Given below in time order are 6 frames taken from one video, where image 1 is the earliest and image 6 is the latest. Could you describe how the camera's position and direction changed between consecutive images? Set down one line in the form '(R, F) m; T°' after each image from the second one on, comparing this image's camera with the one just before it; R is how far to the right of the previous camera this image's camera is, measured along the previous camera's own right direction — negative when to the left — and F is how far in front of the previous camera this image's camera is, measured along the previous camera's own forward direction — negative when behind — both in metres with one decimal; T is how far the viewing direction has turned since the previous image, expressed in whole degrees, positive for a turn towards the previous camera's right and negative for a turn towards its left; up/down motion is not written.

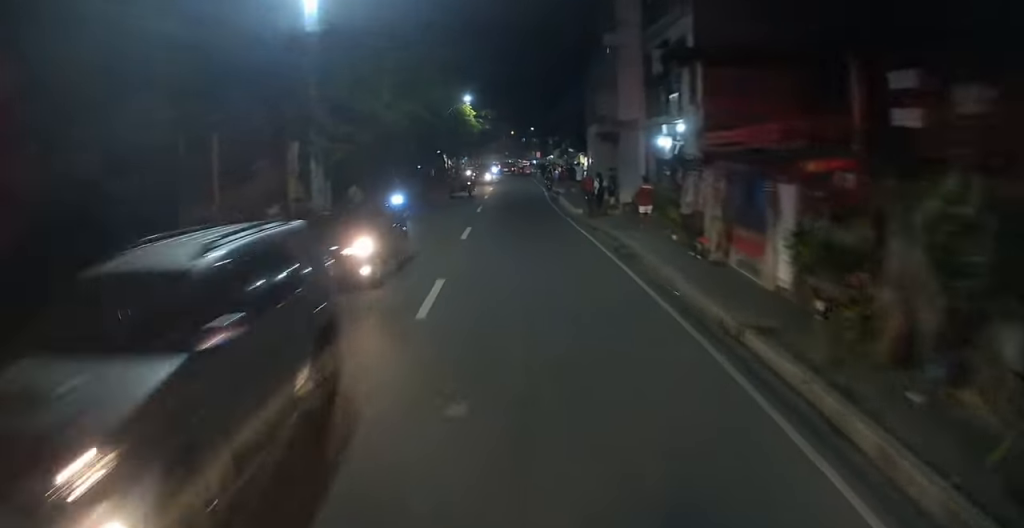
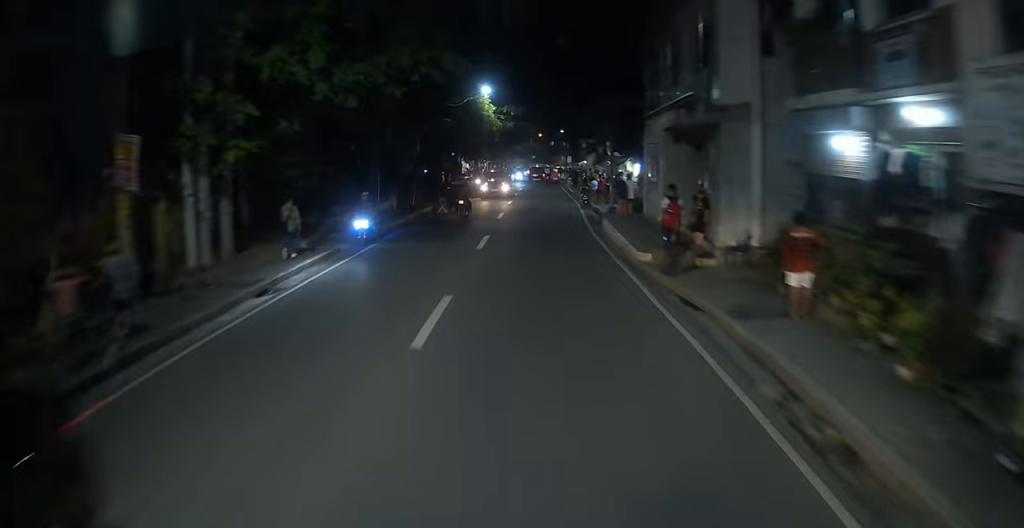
(+0.1, +10.2) m; 0°
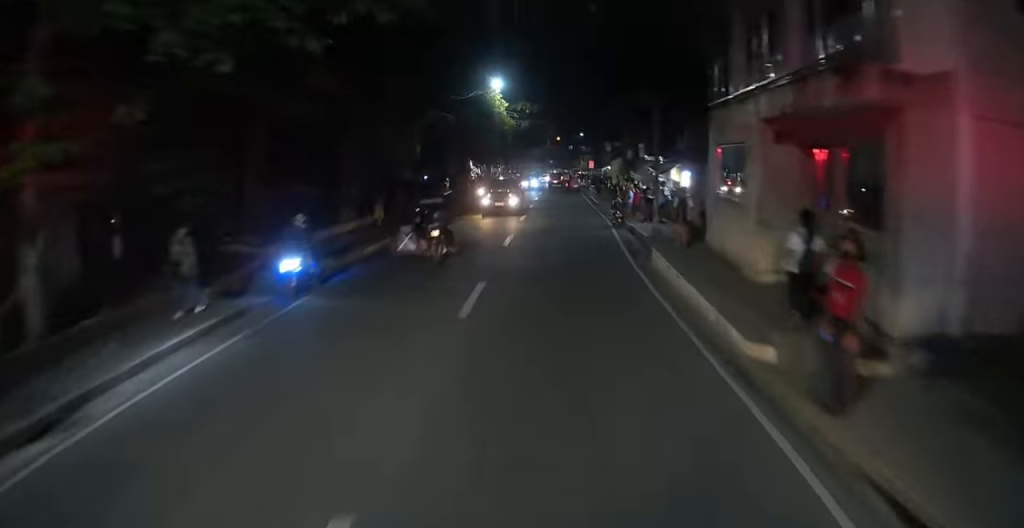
(0.0, +7.0) m; 0°
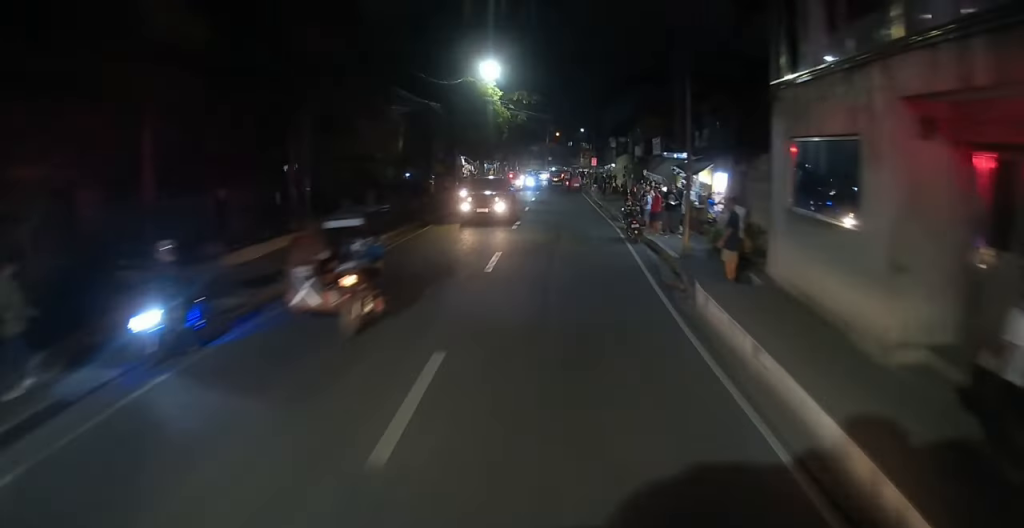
(-0.1, +4.9) m; 0°
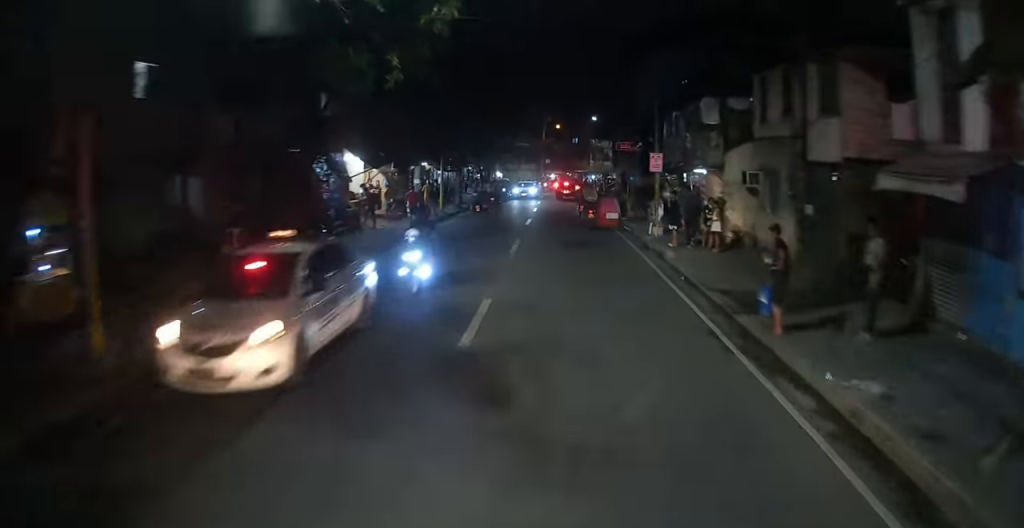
(+0.4, +33.3) m; 0°
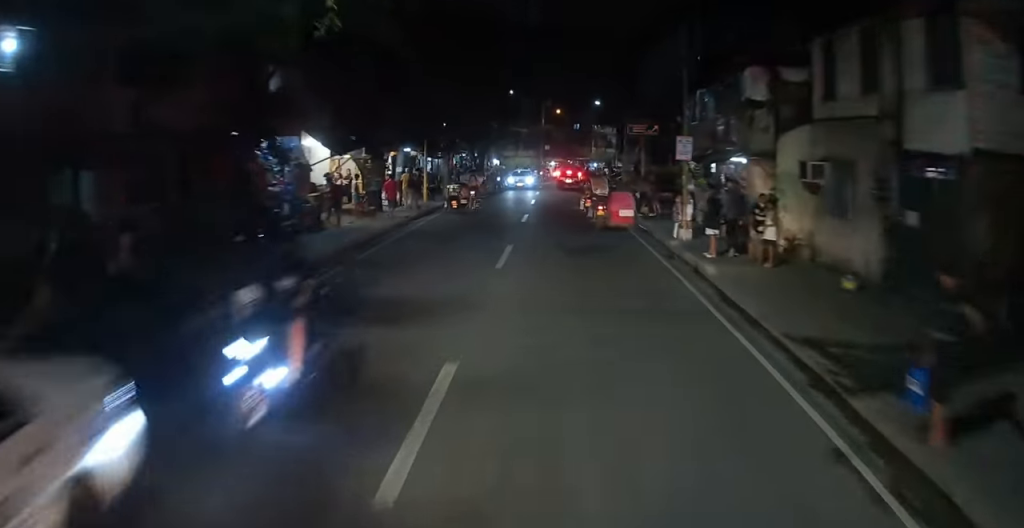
(0.0, +4.5) m; -1°
